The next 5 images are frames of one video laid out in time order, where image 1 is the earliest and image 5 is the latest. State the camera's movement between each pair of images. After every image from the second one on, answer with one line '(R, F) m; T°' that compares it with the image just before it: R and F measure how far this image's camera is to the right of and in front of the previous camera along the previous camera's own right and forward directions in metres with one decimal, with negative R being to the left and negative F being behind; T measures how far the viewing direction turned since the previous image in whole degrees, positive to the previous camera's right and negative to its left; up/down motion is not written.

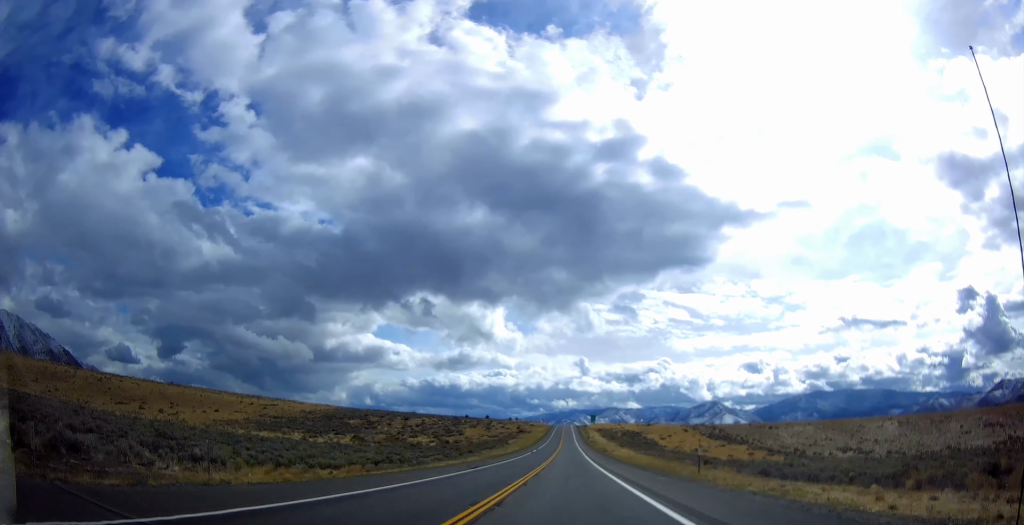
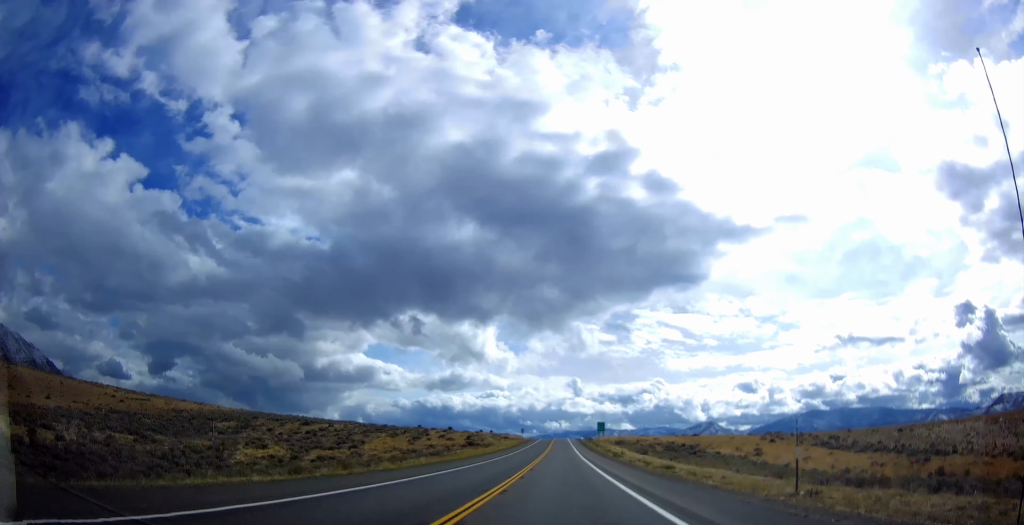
(+0.2, +114.0) m; 0°
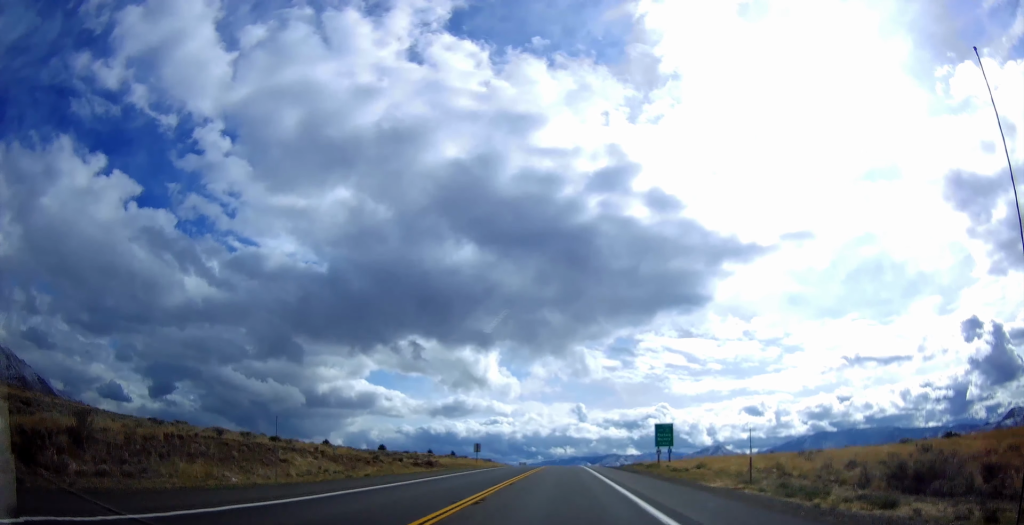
(-0.1, +119.6) m; 0°
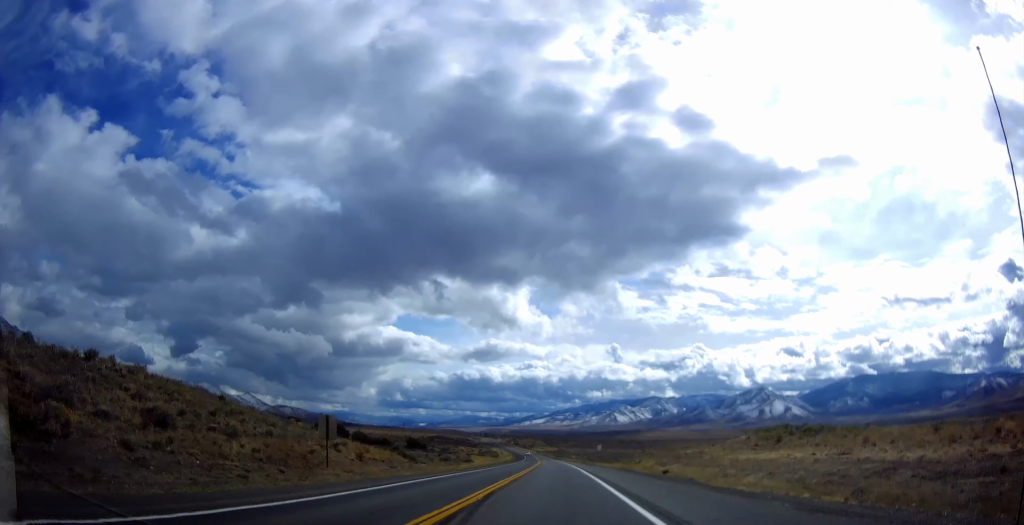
(-10.3, +346.1) m; -5°
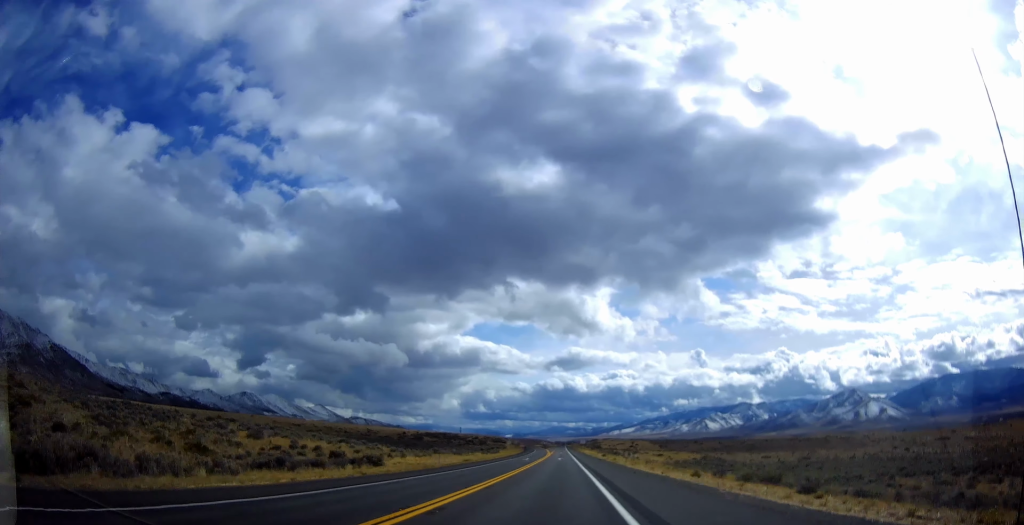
(-24.6, +397.4) m; -7°
